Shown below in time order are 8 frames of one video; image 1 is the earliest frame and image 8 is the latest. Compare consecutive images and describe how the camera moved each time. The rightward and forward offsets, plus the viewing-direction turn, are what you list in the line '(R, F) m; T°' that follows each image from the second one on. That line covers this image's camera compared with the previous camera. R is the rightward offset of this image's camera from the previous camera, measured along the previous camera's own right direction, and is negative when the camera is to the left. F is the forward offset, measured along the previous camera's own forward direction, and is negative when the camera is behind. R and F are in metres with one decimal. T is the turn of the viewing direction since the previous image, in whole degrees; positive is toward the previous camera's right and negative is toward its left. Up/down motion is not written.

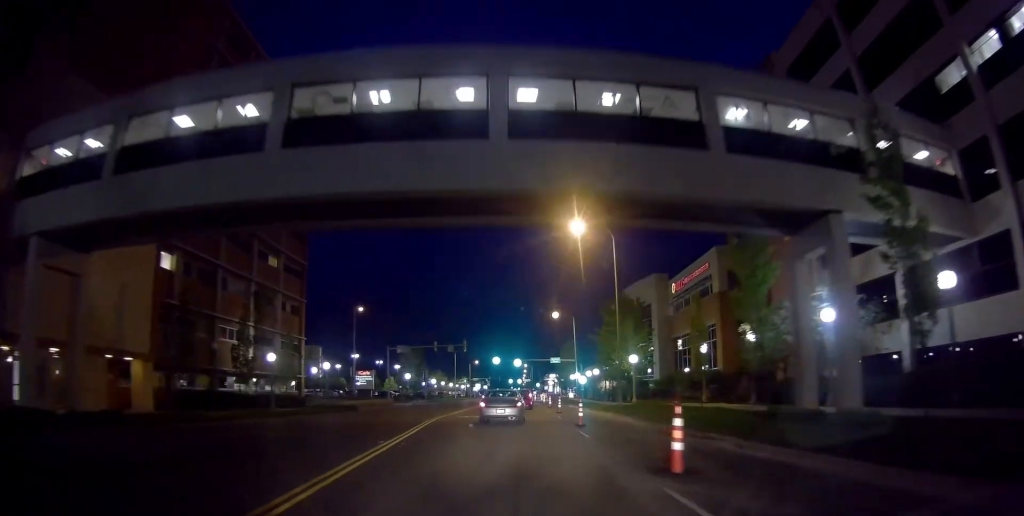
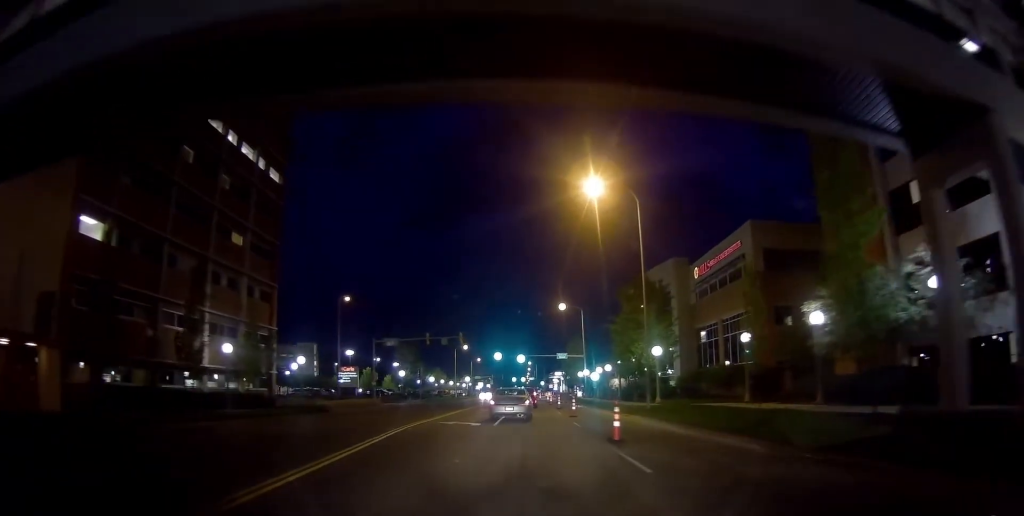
(0.0, +7.8) m; 0°
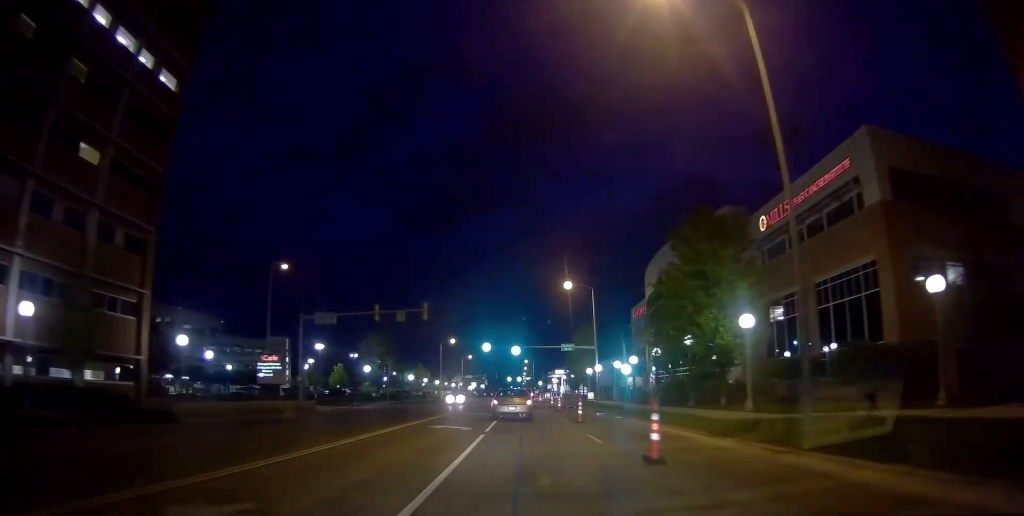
(-0.8, +18.0) m; -5°
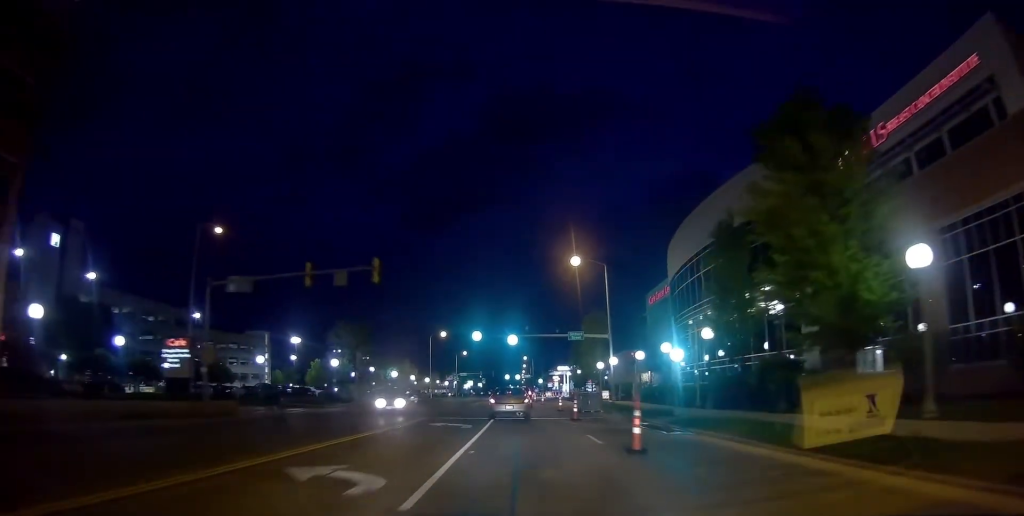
(-0.1, +12.4) m; +2°
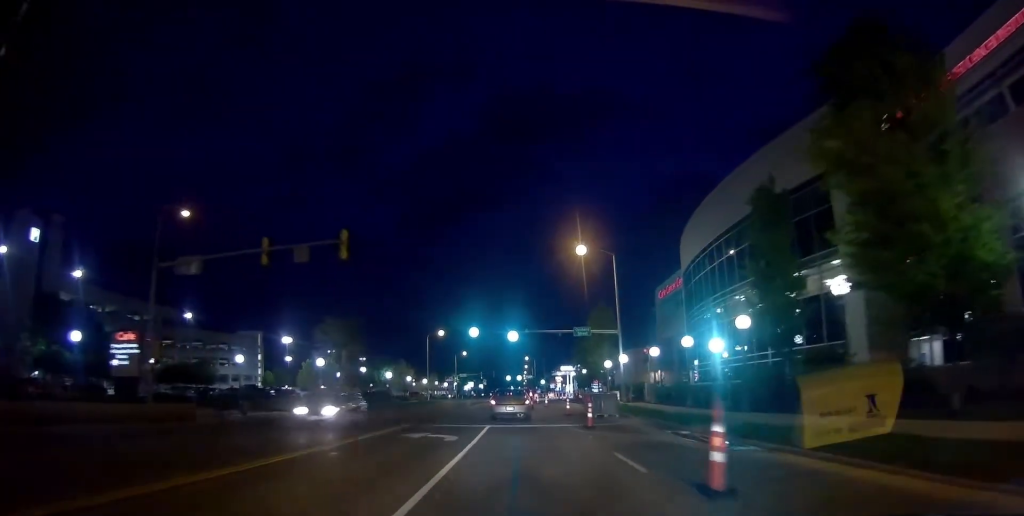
(+0.2, +5.1) m; +1°
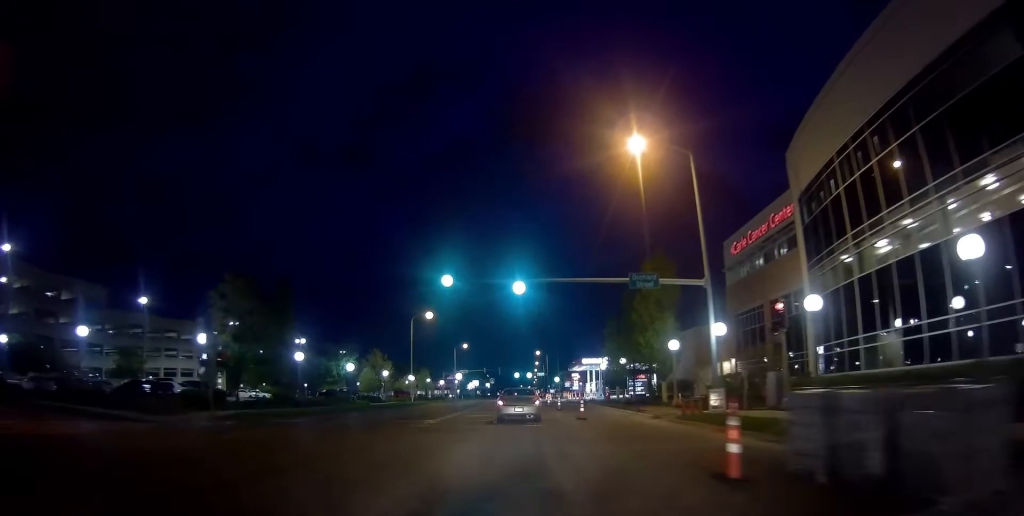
(+0.1, +23.9) m; -1°
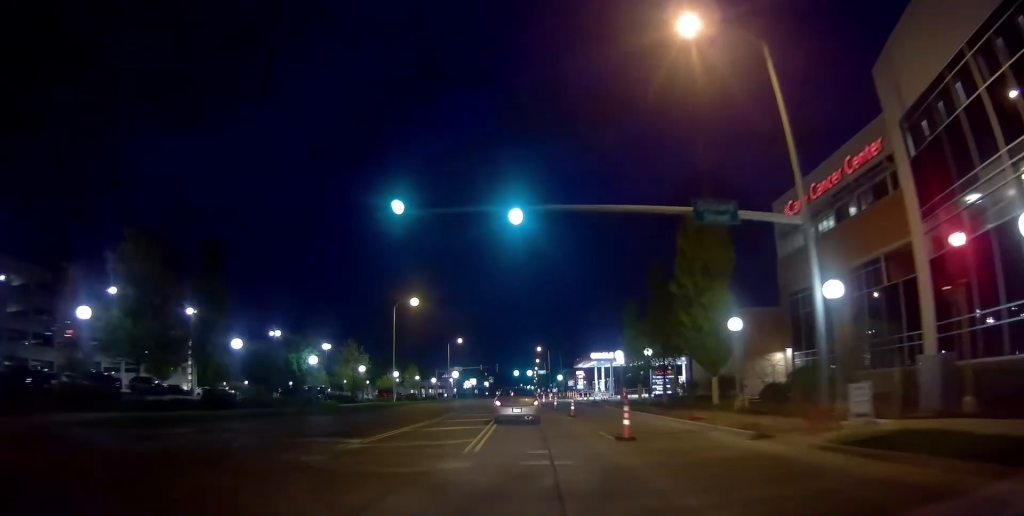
(-0.2, +11.5) m; -1°
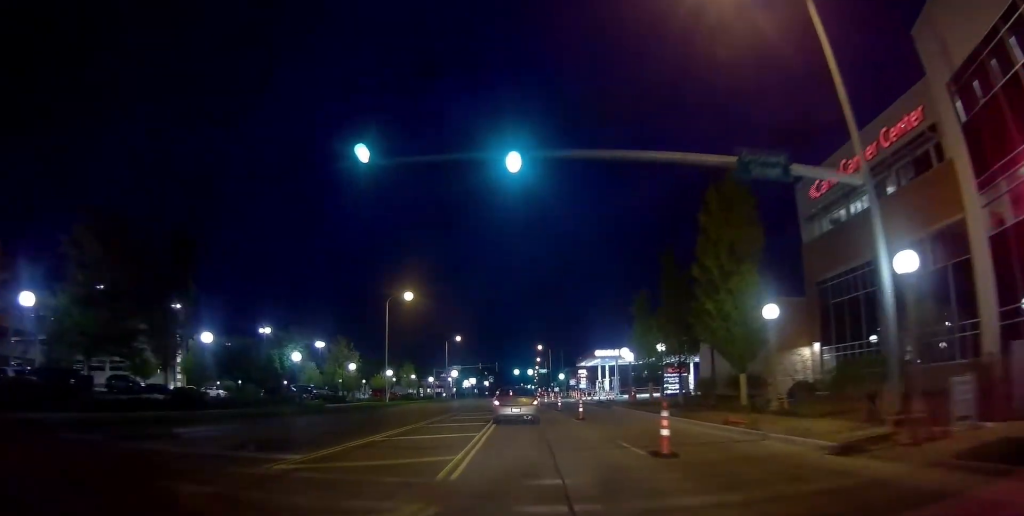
(0.0, +4.4) m; -1°
